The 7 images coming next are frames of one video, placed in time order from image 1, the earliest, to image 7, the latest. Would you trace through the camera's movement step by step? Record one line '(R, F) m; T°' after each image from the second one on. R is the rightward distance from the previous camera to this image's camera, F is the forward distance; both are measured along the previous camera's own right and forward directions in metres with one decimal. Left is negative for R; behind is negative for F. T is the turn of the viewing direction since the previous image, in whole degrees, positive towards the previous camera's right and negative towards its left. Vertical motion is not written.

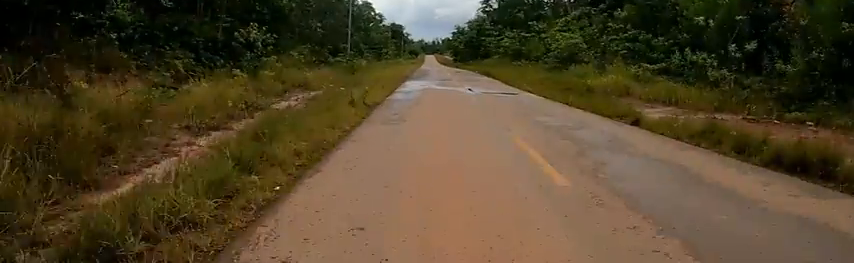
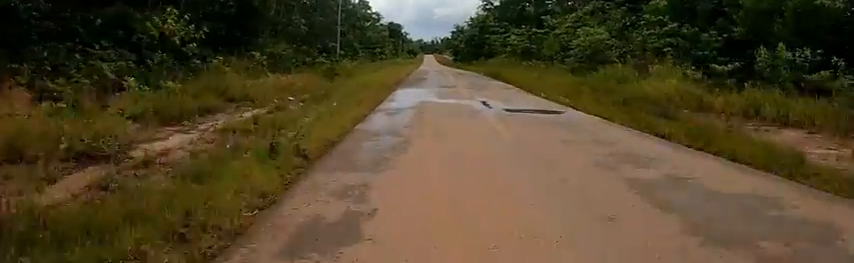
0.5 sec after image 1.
(-0.5, +5.3) m; +1°
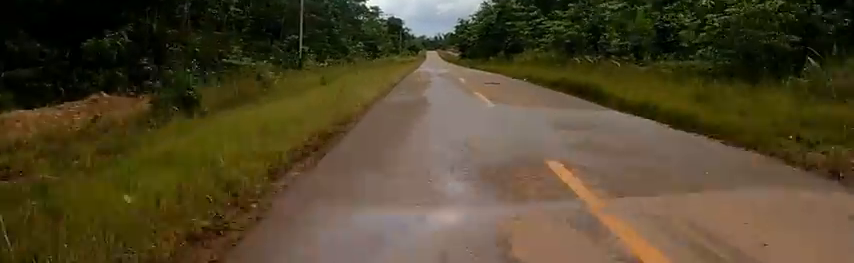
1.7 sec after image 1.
(+1.4, +15.4) m; +1°
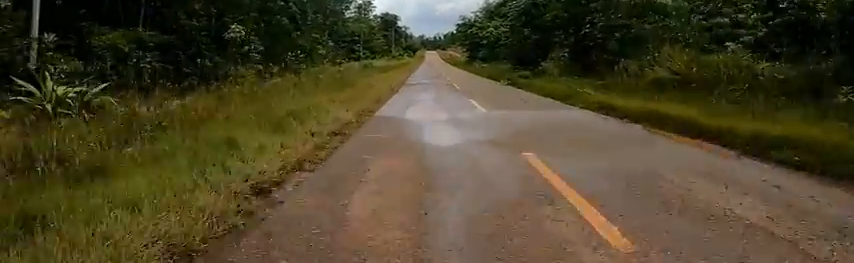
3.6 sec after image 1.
(-0.9, +24.5) m; -1°
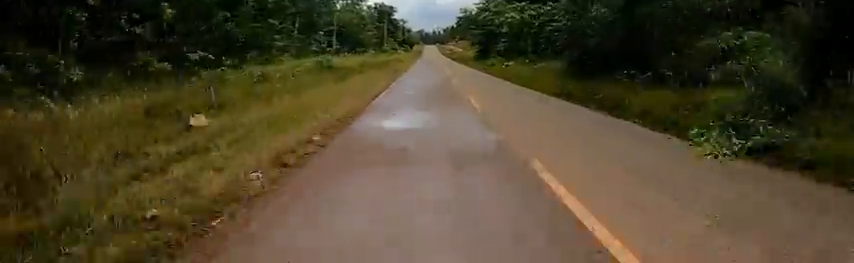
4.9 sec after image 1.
(0.0, +17.1) m; -1°
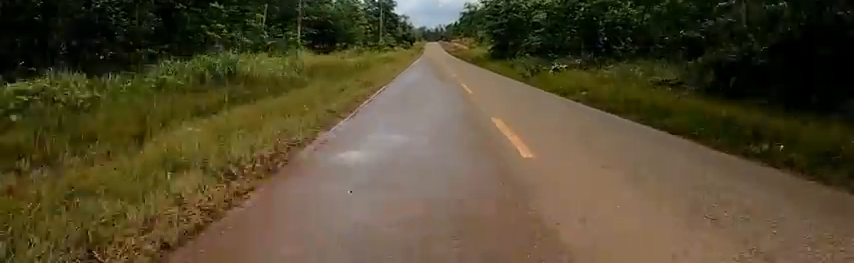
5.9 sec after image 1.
(-0.2, +13.2) m; +1°
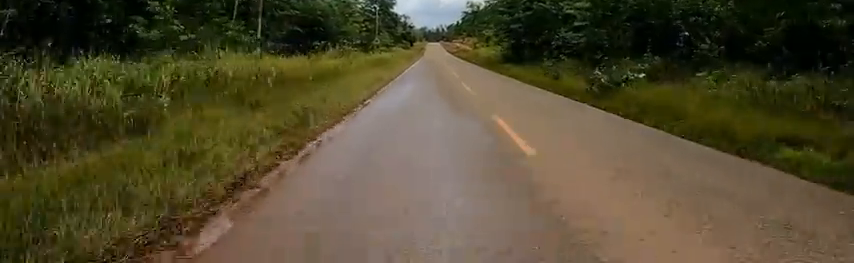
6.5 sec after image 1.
(-0.3, +8.2) m; +2°
